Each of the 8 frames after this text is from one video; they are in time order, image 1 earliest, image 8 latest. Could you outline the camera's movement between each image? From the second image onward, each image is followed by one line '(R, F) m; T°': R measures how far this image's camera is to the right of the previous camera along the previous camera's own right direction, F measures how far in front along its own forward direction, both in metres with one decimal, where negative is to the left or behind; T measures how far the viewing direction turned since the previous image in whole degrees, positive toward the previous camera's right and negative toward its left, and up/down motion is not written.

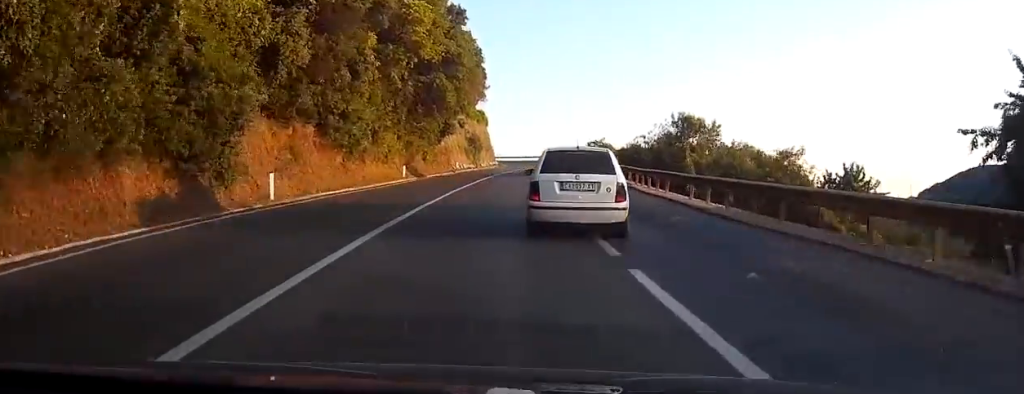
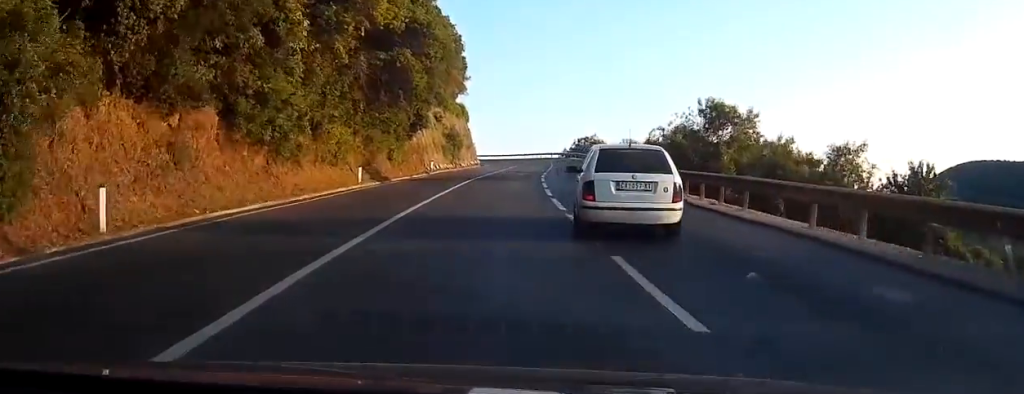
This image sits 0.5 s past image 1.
(+0.1, +10.0) m; +1°
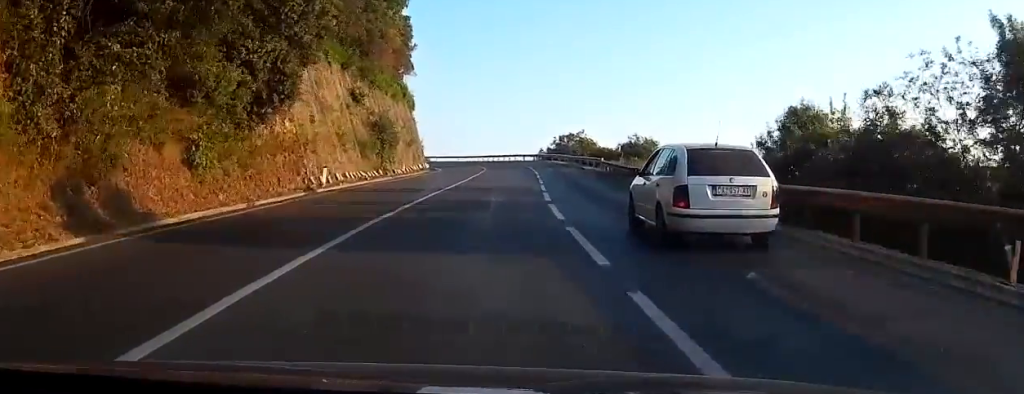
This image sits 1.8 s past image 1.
(+0.6, +26.5) m; +2°
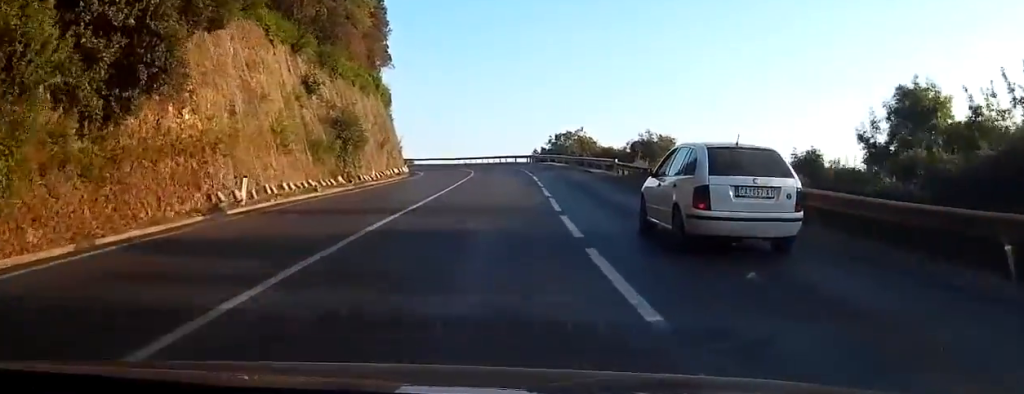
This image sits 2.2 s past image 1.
(0.0, +9.1) m; 0°
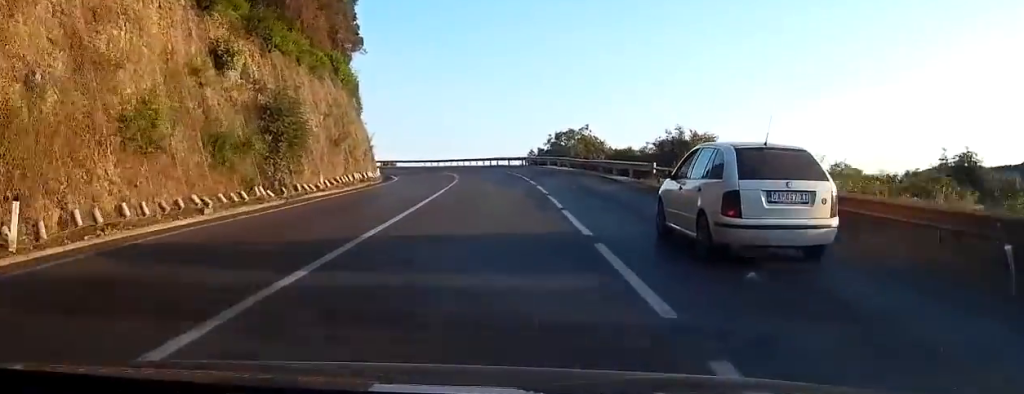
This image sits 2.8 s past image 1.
(0.0, +11.2) m; 0°
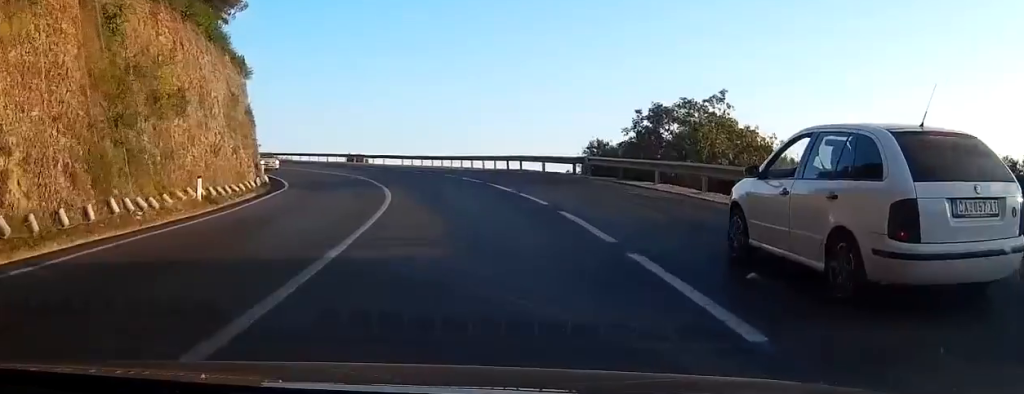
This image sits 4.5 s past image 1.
(0.0, +36.4) m; -4°
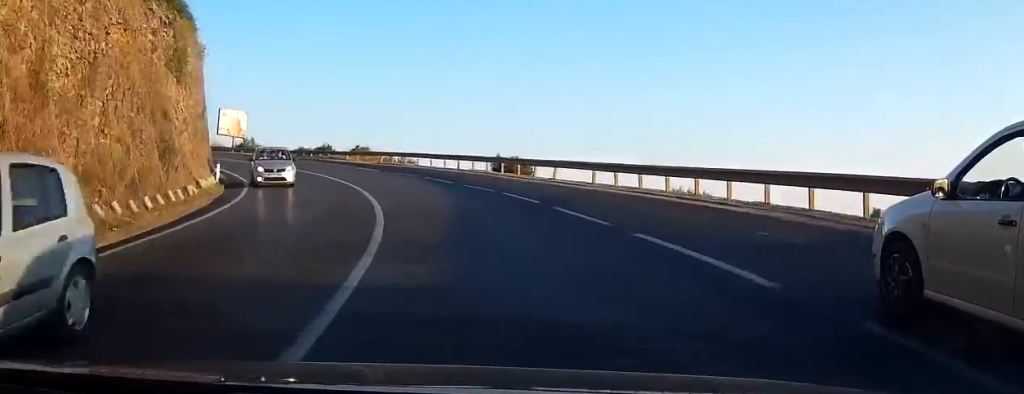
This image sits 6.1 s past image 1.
(-4.1, +32.7) m; -16°
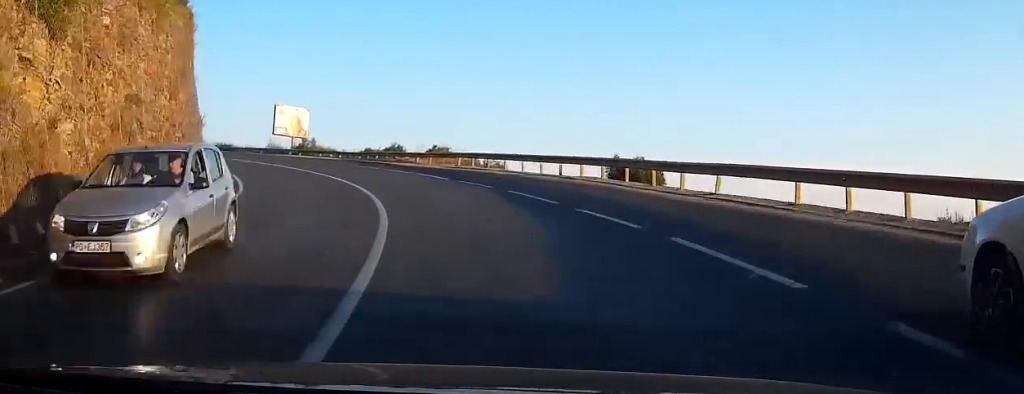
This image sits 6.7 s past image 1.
(-0.2, +12.0) m; -7°
